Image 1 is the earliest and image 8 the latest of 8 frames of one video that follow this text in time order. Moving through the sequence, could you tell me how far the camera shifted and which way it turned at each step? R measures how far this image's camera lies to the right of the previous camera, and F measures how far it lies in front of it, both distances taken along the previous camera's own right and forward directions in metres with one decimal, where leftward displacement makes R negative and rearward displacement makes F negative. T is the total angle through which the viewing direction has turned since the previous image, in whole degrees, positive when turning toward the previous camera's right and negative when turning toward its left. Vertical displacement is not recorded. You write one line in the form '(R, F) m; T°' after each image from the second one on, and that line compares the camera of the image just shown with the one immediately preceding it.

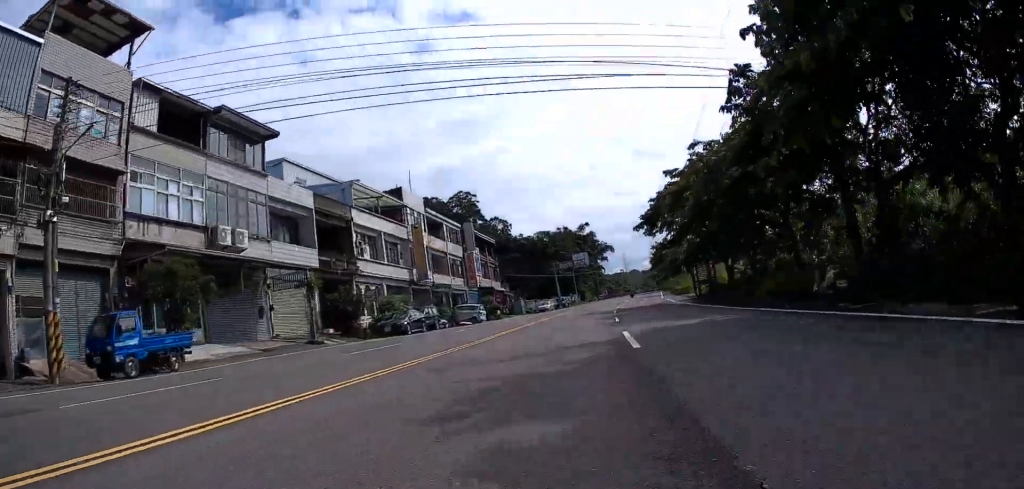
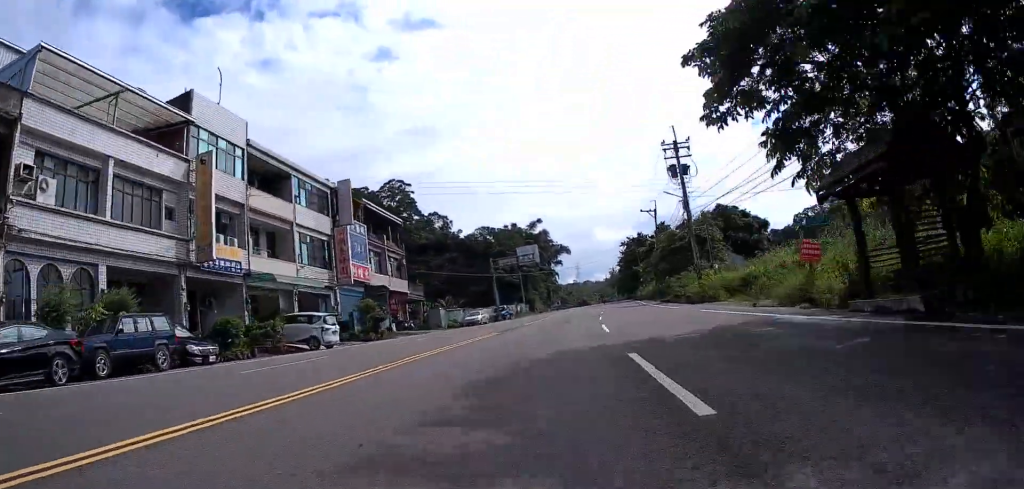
(+1.4, +24.4) m; +6°
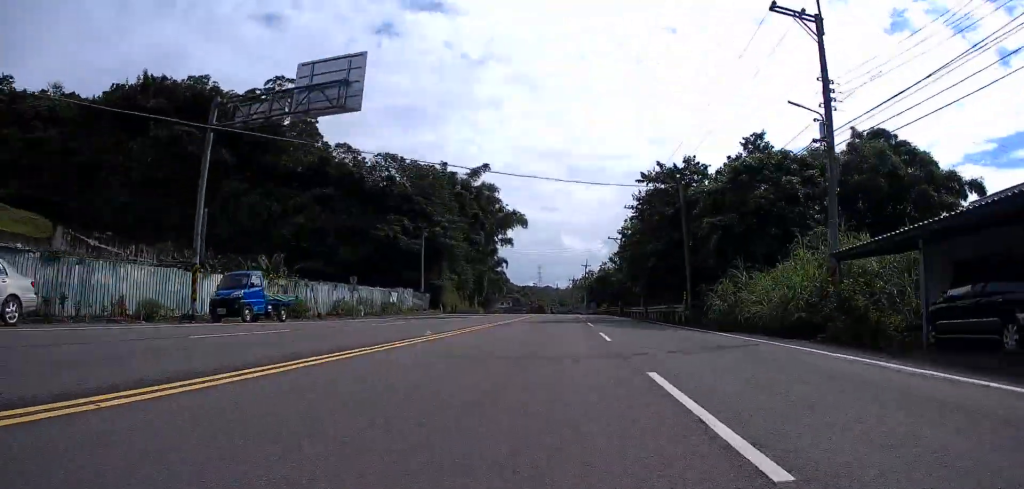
(+0.1, +50.9) m; -2°
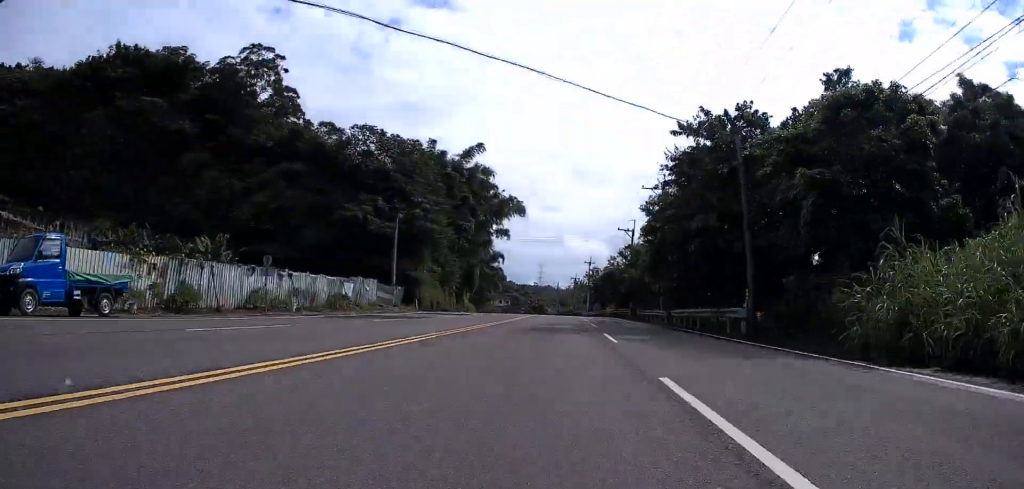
(-0.3, +10.3) m; 0°
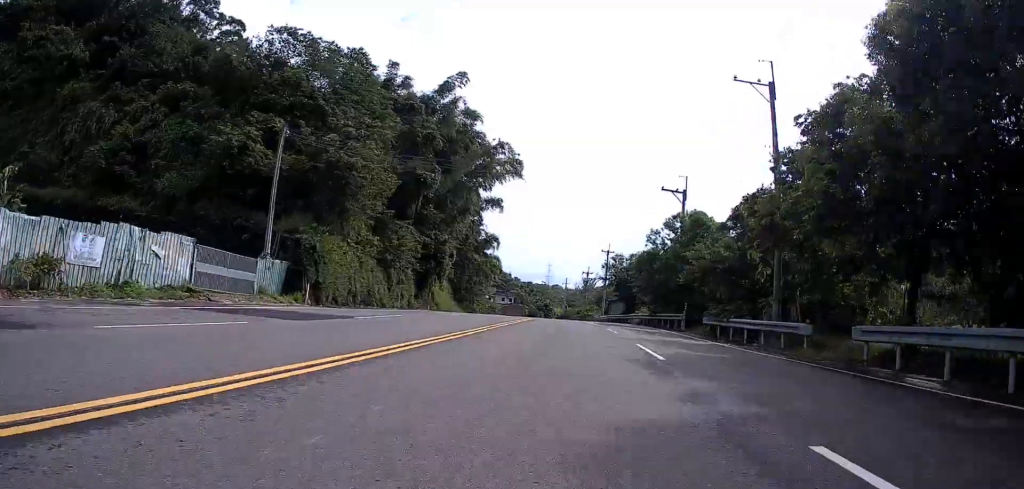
(+0.6, +23.4) m; +3°
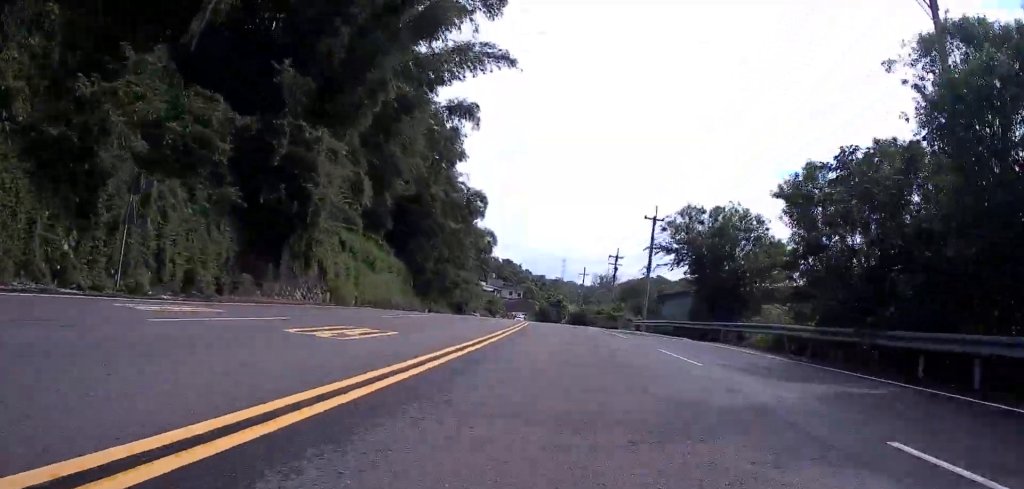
(+0.7, +30.4) m; 0°
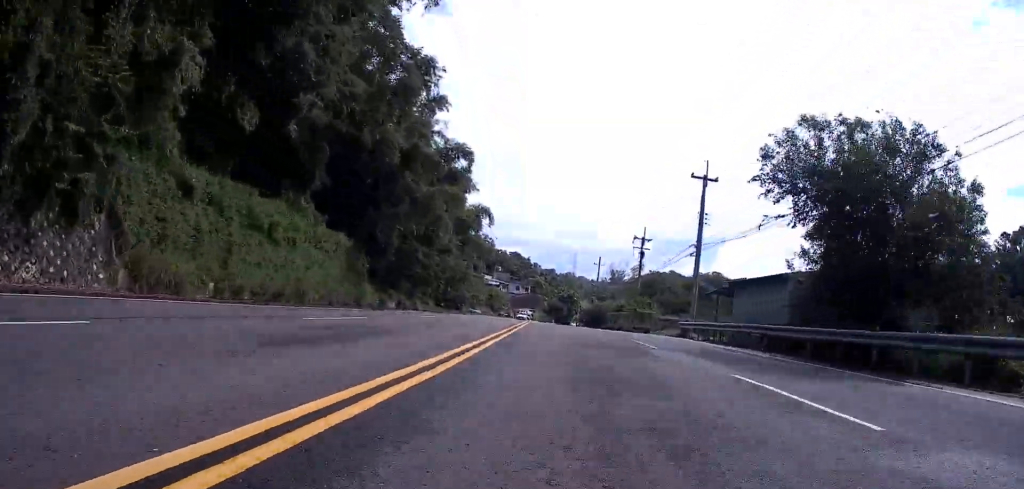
(-0.4, +15.9) m; -2°
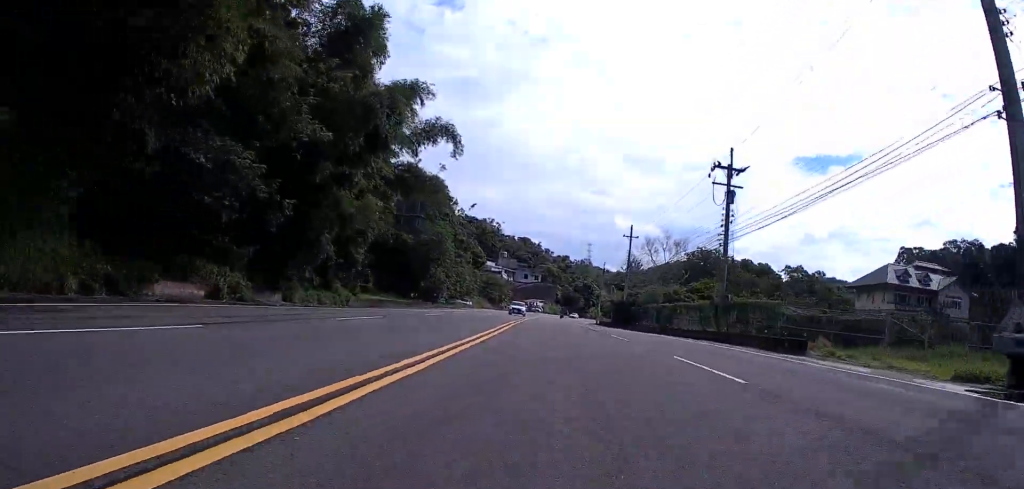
(-0.9, +27.8) m; -2°
